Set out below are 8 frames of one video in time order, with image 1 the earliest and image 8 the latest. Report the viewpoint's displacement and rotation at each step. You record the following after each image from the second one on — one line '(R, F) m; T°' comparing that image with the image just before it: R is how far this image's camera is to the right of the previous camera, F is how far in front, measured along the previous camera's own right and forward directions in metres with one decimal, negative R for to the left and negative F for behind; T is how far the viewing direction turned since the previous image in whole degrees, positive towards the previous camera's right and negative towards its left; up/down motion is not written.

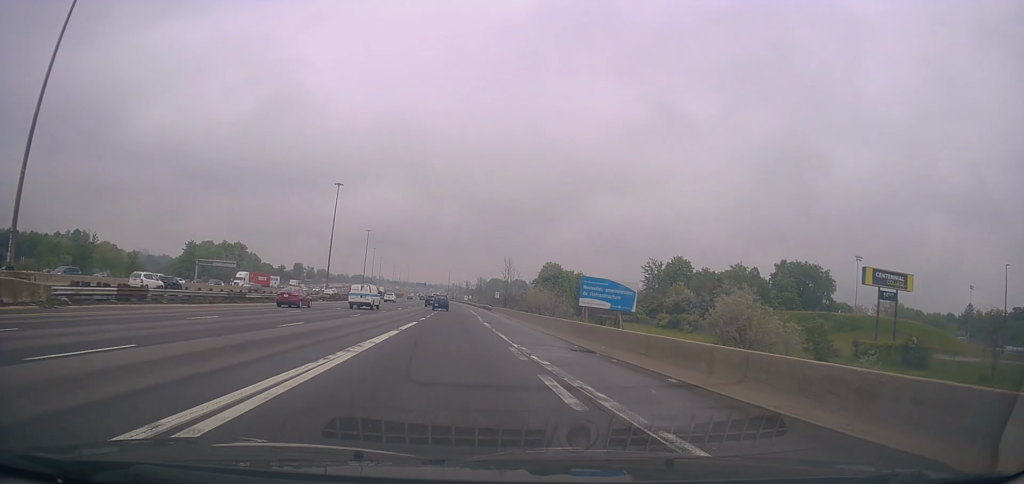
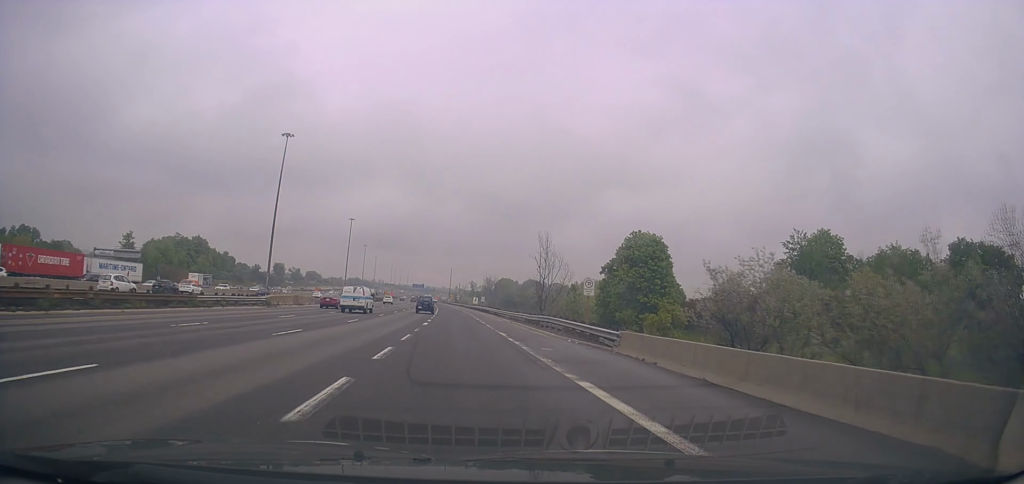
(-1.2, +63.0) m; -1°
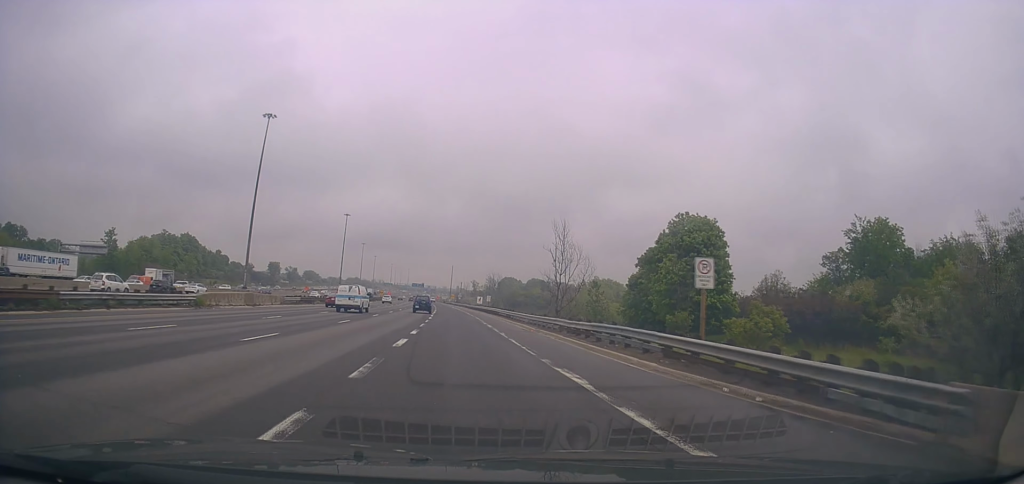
(+0.2, +15.0) m; 0°
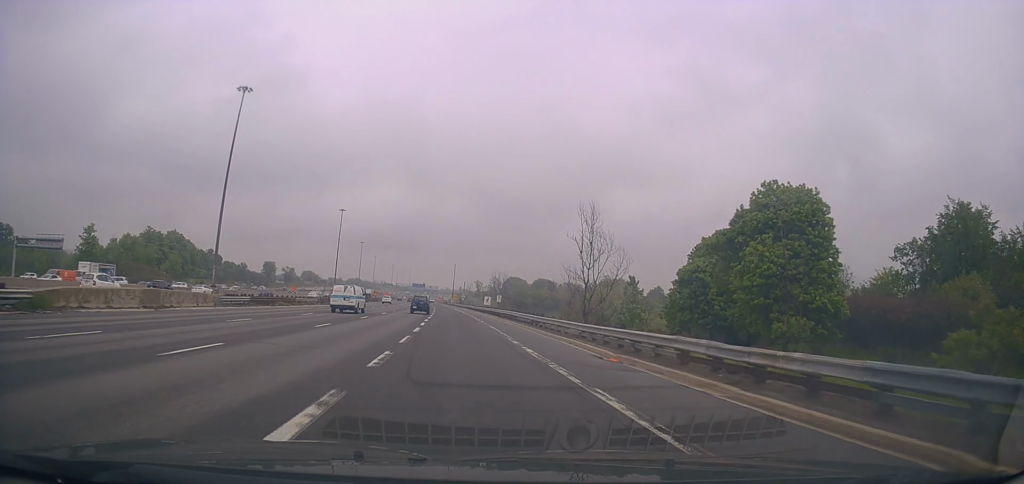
(+0.4, +16.5) m; 0°
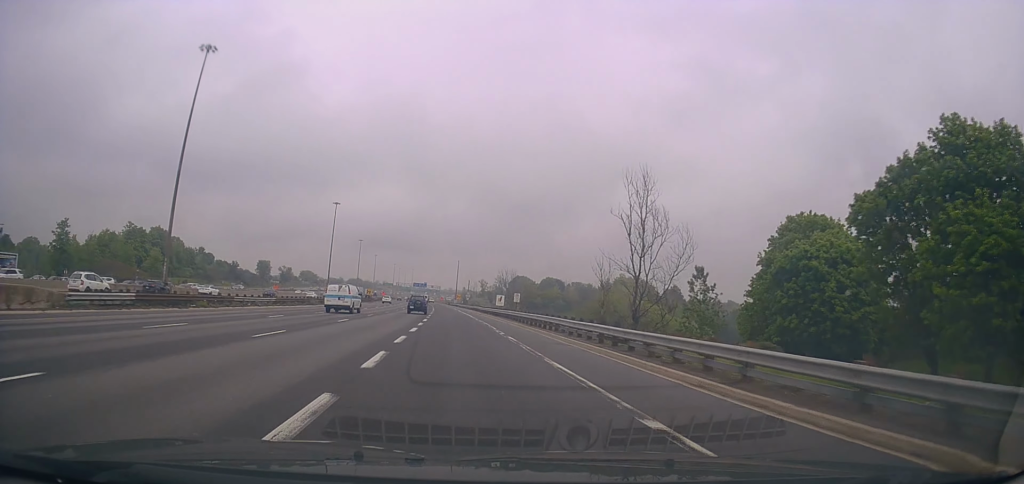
(-0.4, +18.1) m; -1°
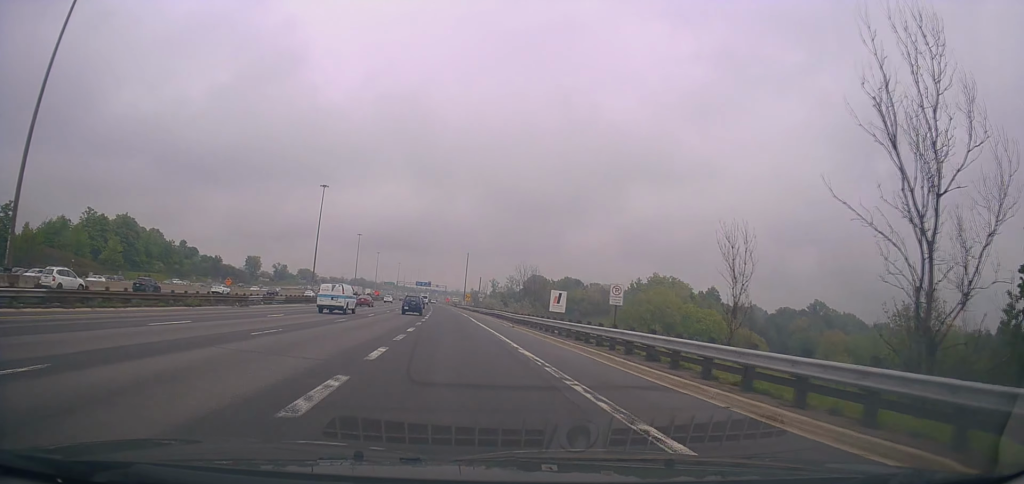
(-0.5, +33.8) m; -1°
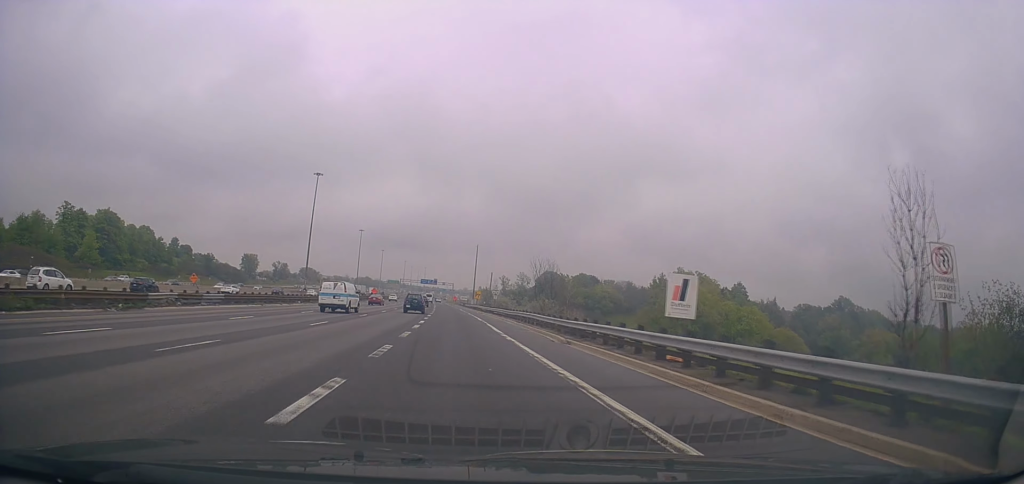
(0.0, +18.7) m; 0°
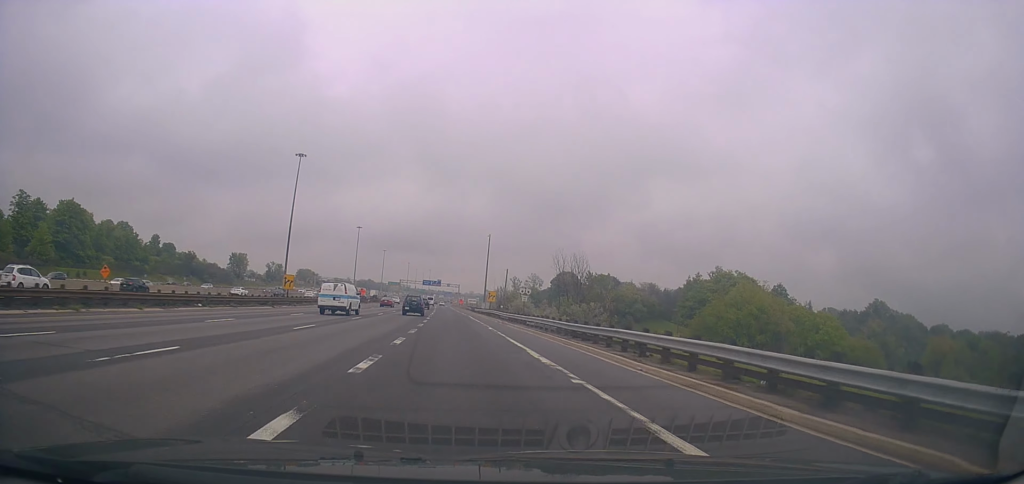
(-0.1, +26.7) m; 0°
